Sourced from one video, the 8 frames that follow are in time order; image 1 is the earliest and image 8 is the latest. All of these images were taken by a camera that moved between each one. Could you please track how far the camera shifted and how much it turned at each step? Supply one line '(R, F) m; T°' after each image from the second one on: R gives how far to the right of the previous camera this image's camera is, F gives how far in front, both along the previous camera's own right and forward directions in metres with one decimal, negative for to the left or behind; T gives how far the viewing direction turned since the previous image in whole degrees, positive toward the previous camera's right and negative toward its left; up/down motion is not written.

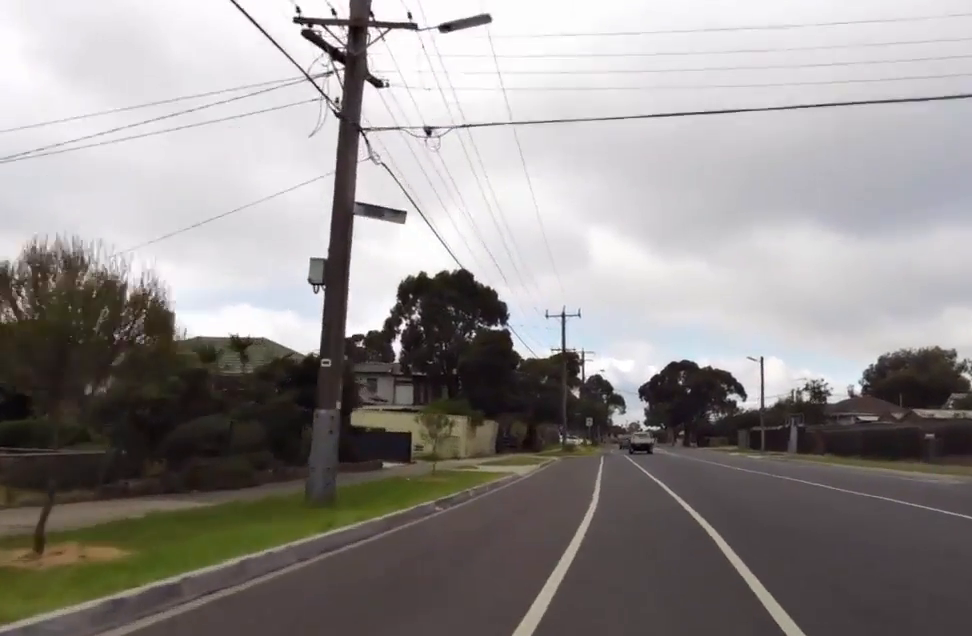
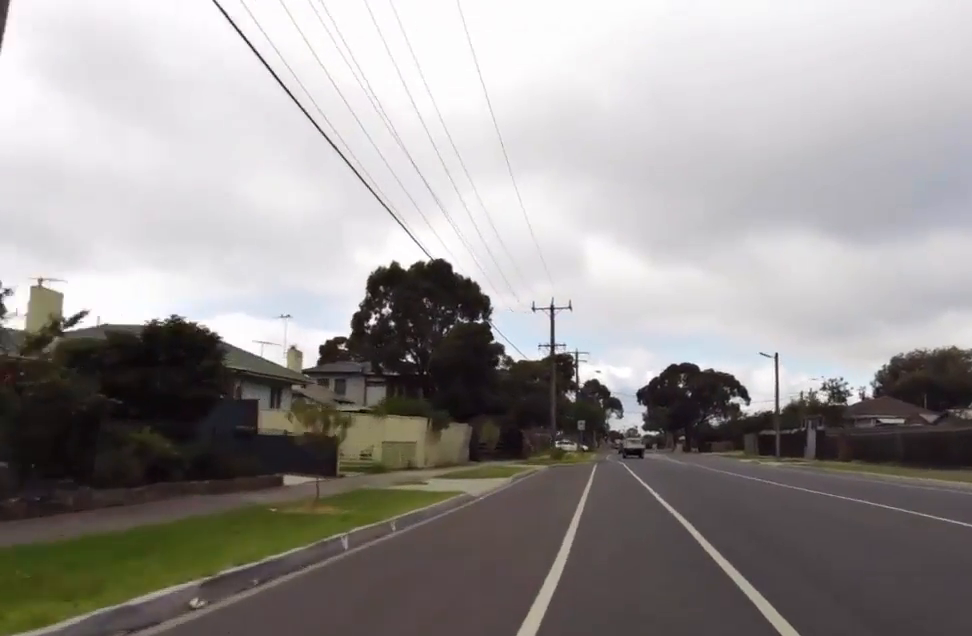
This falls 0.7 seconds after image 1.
(-0.8, +6.5) m; 0°
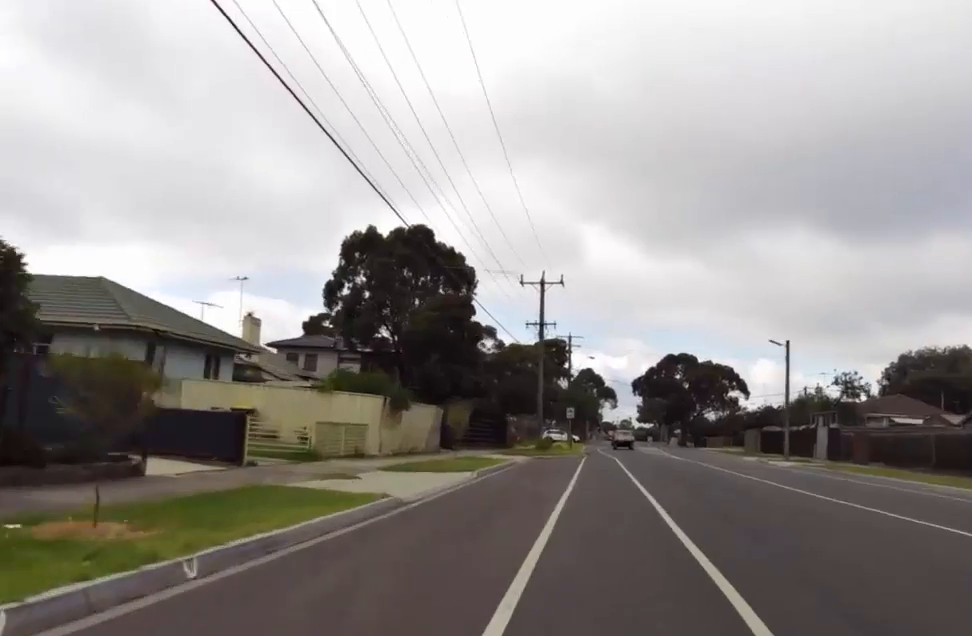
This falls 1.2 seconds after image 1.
(-0.1, +4.6) m; 0°
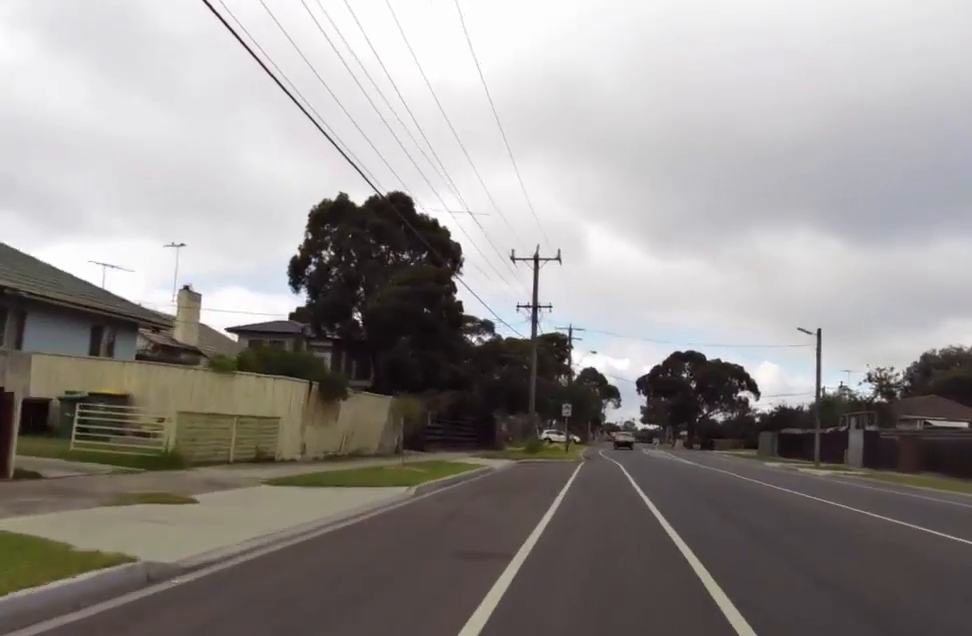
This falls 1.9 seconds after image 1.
(+0.8, +6.2) m; 0°
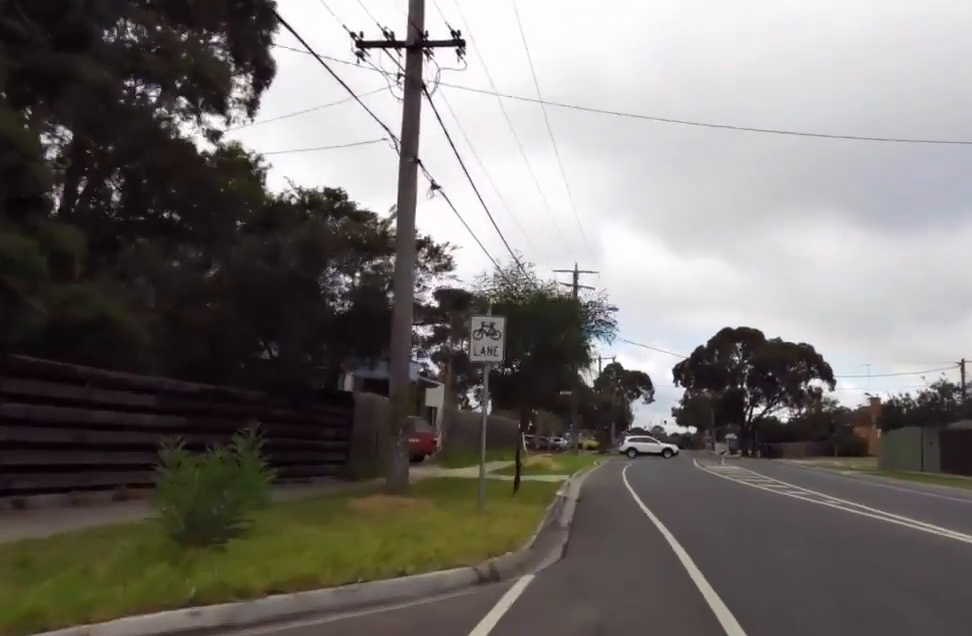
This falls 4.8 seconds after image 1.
(+0.3, +26.6) m; +2°
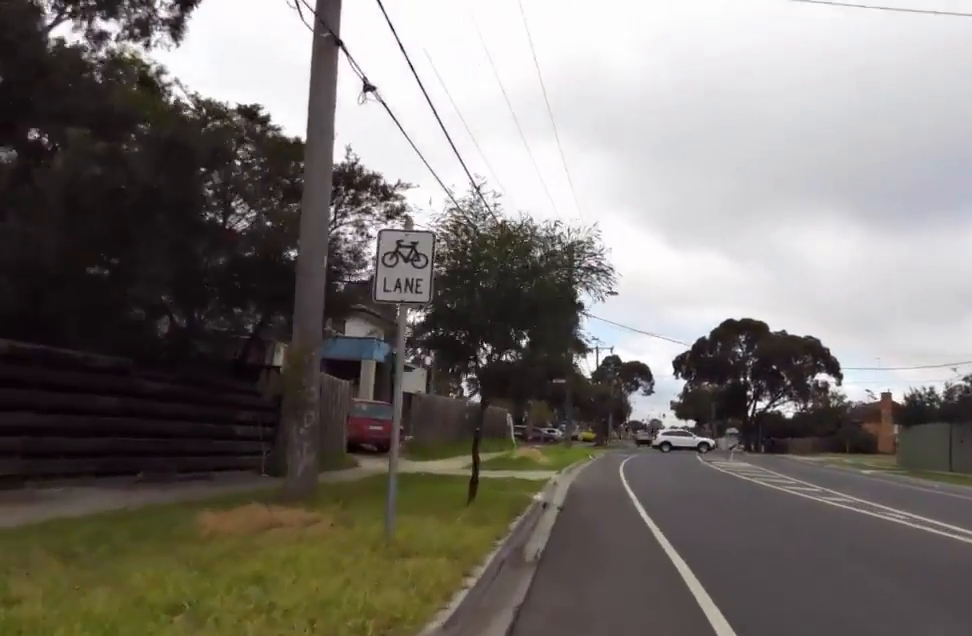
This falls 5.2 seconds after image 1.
(0.0, +3.6) m; -2°
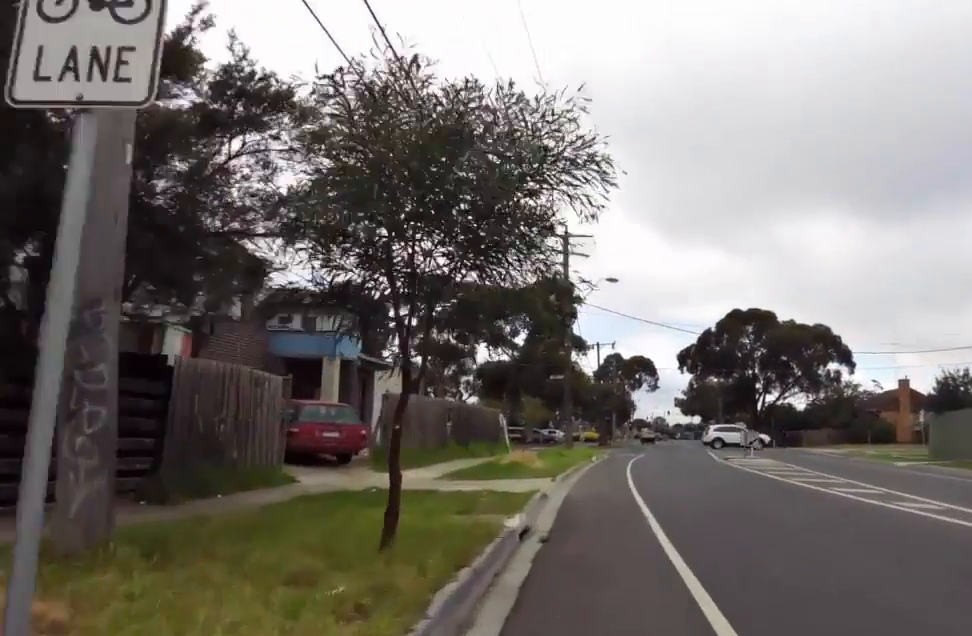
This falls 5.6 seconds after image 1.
(0.0, +3.6) m; -2°
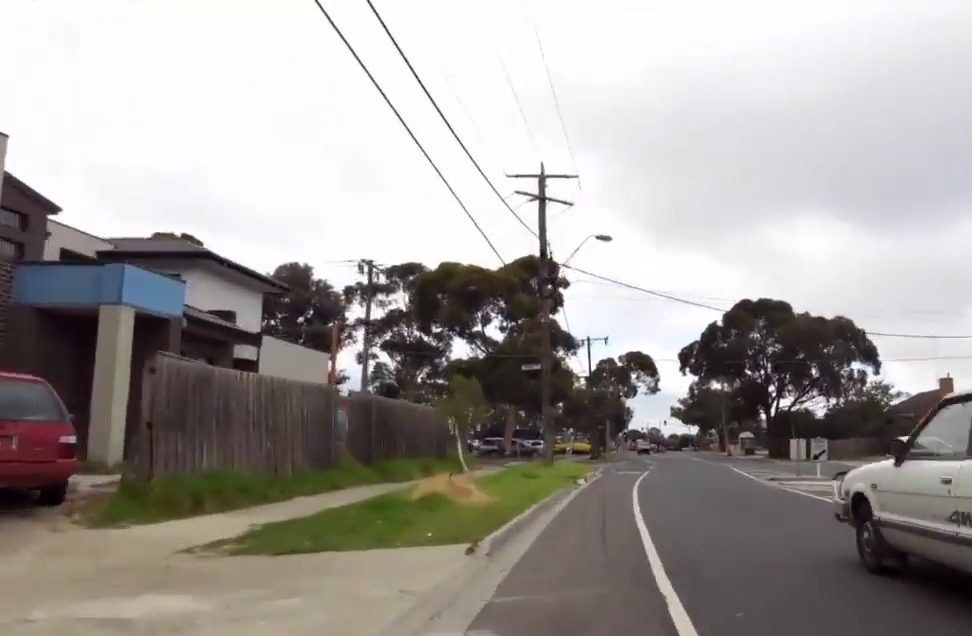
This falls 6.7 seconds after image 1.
(-0.5, +9.8) m; -2°
